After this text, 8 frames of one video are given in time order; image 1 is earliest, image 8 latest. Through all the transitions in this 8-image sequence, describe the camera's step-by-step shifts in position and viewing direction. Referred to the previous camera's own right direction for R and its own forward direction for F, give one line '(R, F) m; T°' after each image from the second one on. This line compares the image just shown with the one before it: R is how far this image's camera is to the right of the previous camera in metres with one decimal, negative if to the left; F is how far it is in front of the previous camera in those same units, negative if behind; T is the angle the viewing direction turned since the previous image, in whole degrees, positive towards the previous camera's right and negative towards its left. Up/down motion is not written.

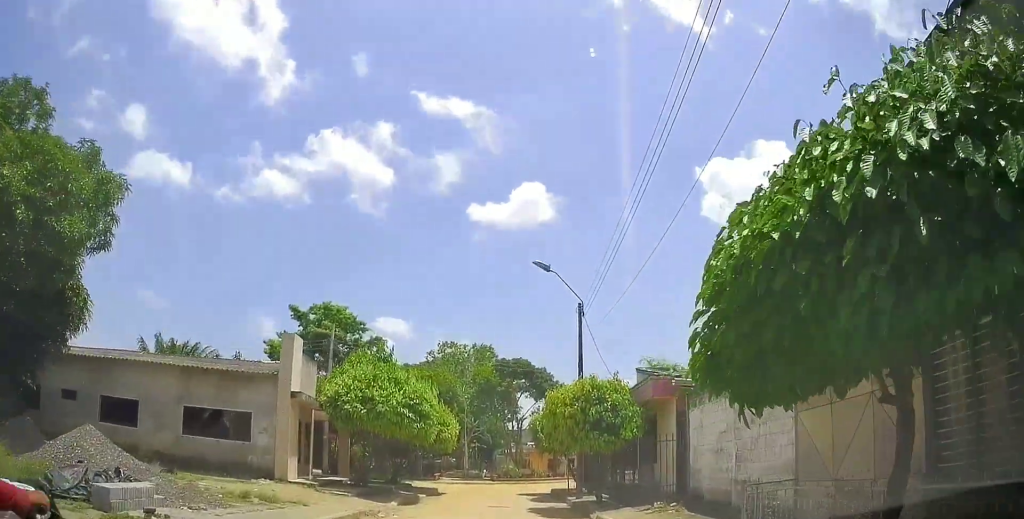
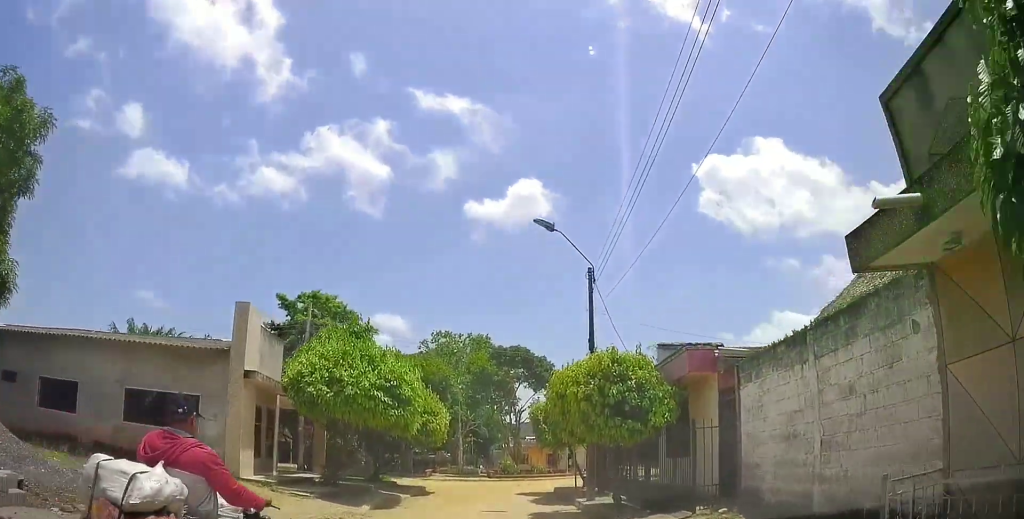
(0.0, +2.1) m; 0°
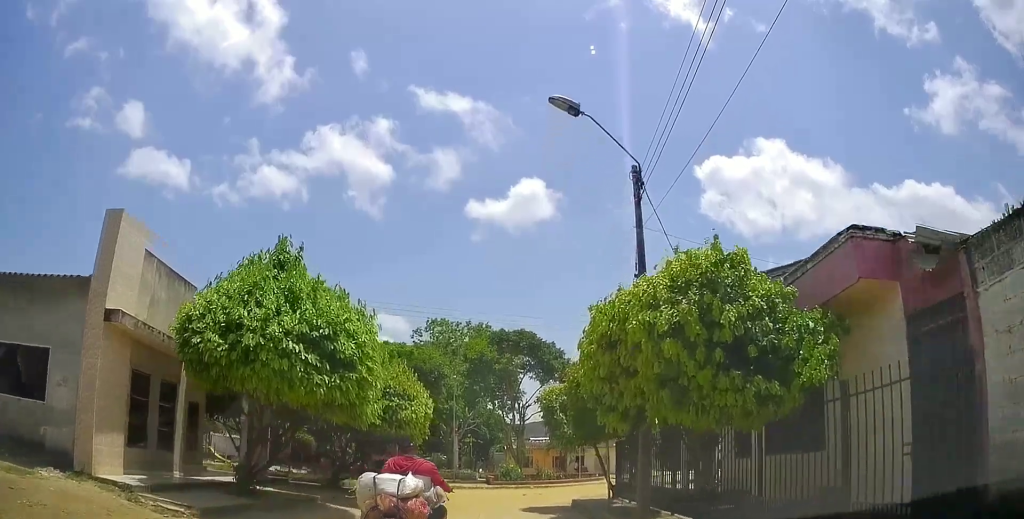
(-0.1, +5.3) m; -1°
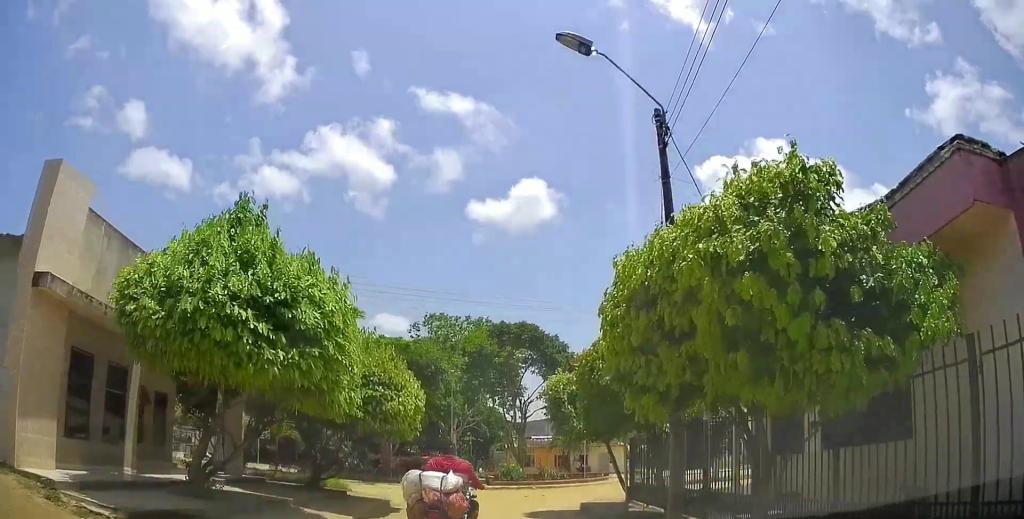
(0.0, +2.1) m; 0°
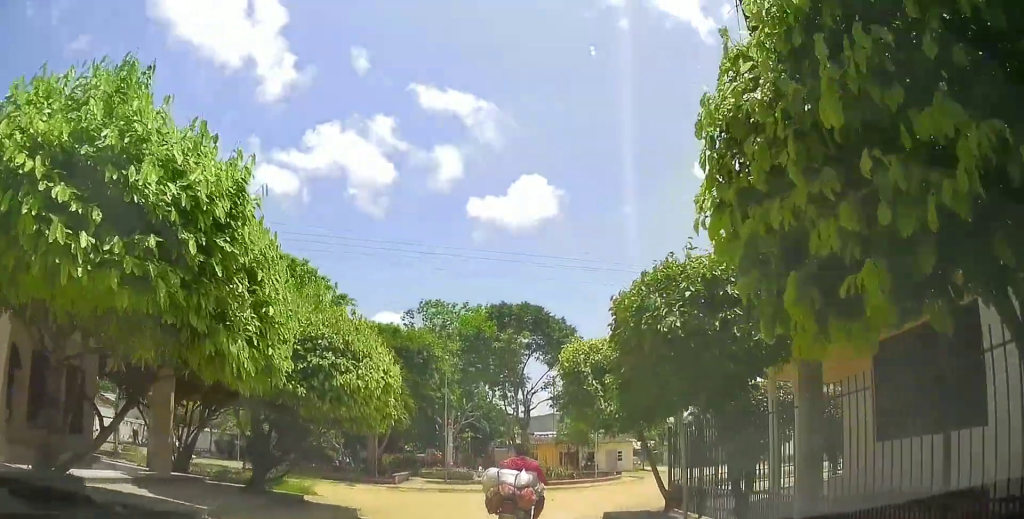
(0.0, +4.2) m; 0°
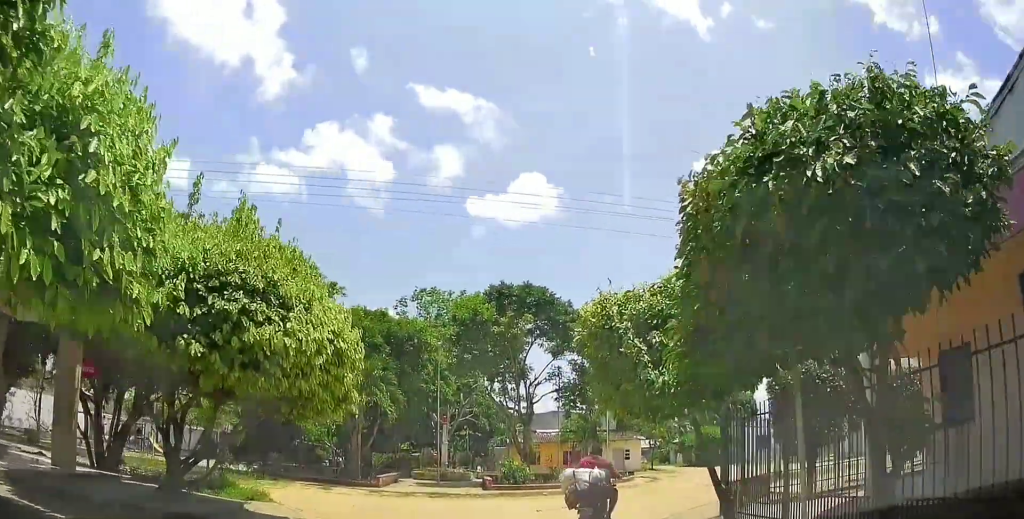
(0.0, +3.6) m; 0°
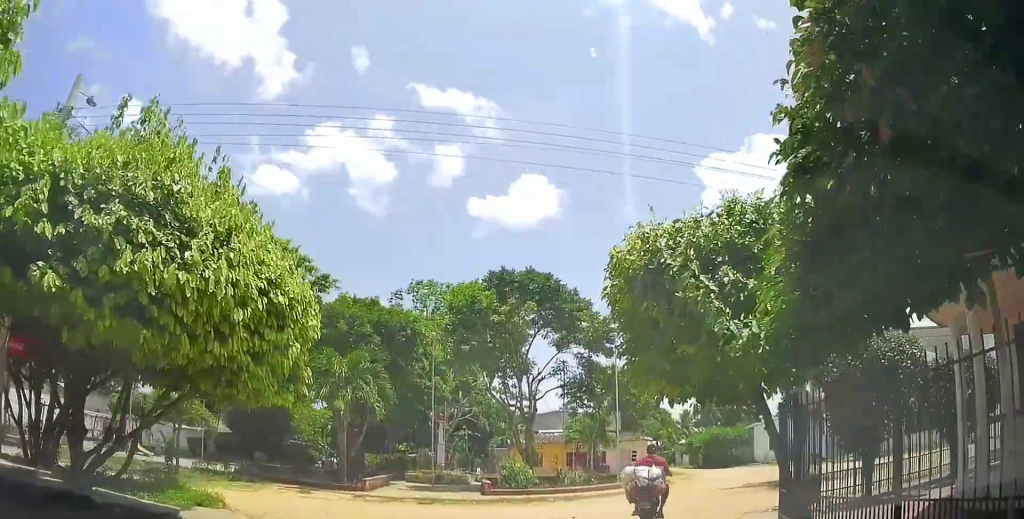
(0.0, +2.7) m; 0°
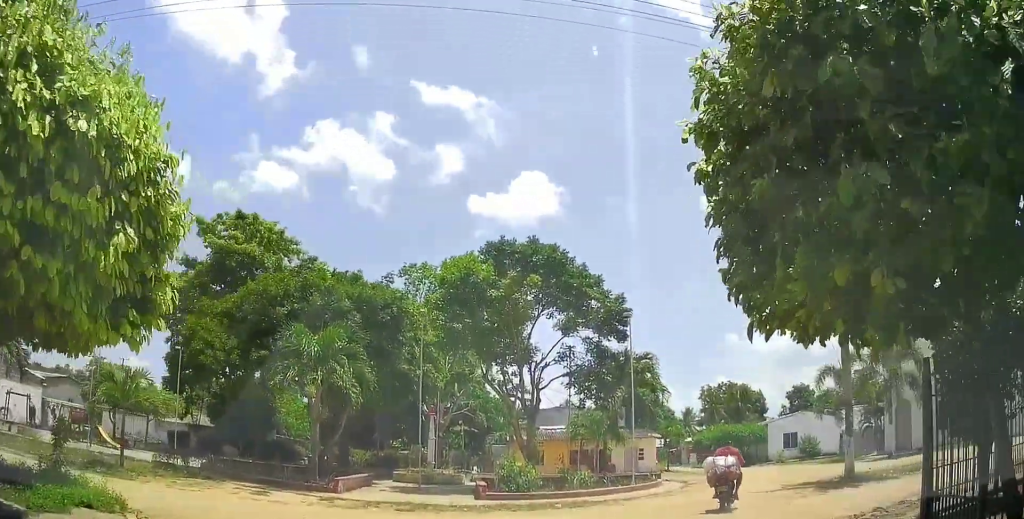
(0.0, +4.2) m; -1°
